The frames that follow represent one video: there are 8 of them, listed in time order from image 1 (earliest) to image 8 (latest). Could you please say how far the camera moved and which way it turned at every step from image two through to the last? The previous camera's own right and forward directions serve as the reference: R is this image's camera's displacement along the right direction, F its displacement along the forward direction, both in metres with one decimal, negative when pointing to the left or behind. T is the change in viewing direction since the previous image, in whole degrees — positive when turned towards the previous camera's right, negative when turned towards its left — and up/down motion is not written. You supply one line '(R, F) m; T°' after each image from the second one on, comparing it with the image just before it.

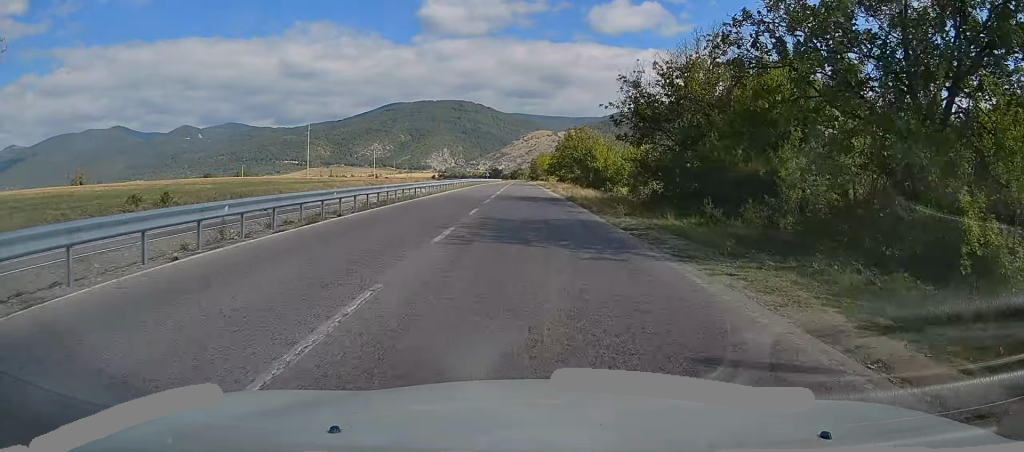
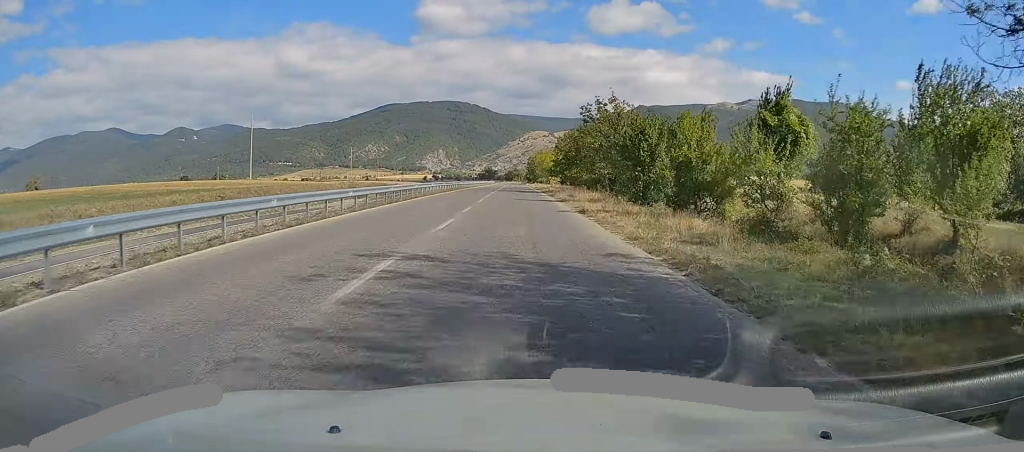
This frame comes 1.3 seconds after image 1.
(-0.3, +28.3) m; -1°
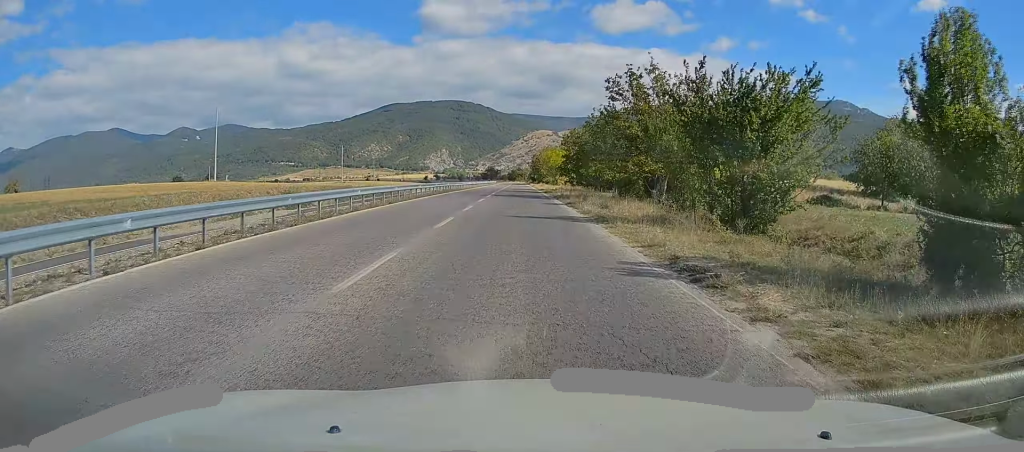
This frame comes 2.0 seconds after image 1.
(0.0, +15.0) m; 0°
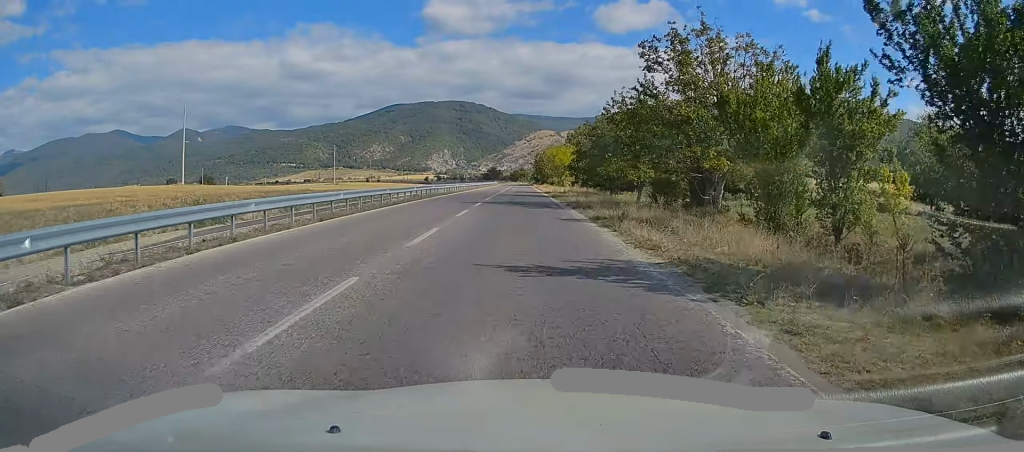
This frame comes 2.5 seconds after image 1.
(+0.1, +10.7) m; 0°
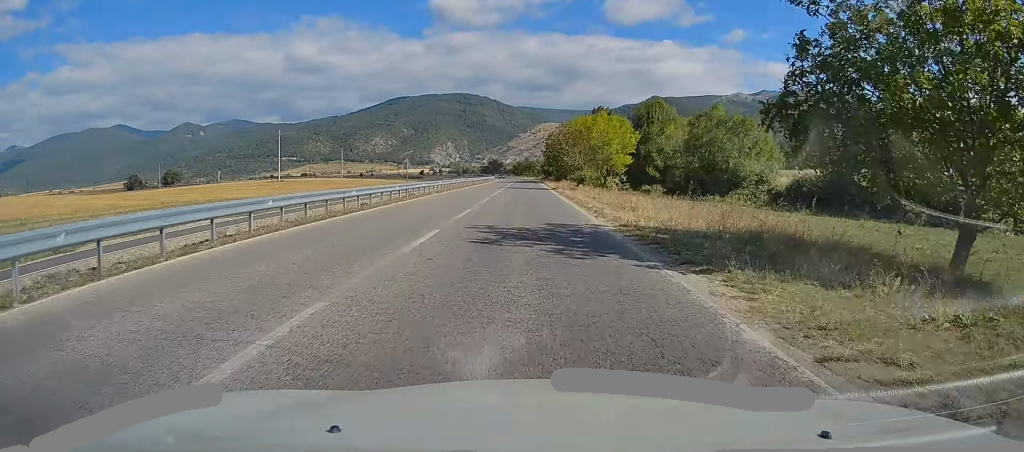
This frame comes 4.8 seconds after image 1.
(-0.3, +47.3) m; -1°
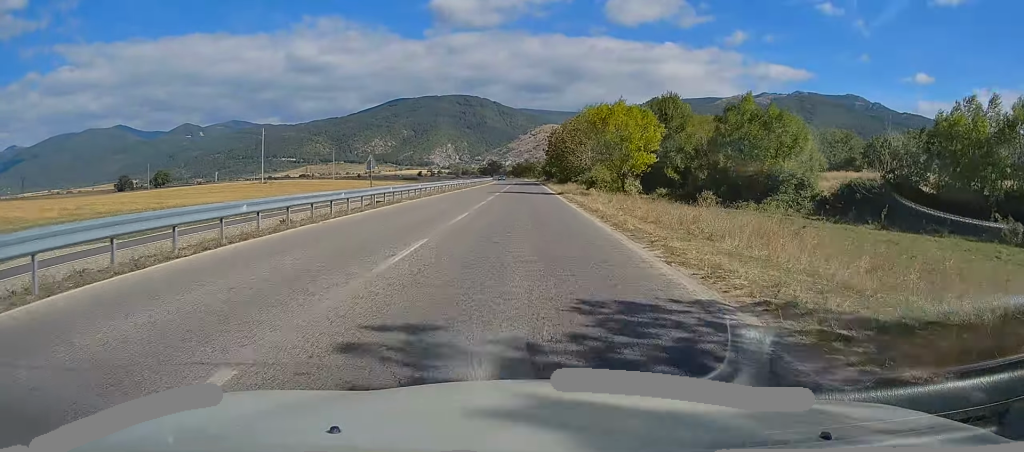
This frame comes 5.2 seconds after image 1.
(0.0, +9.8) m; 0°
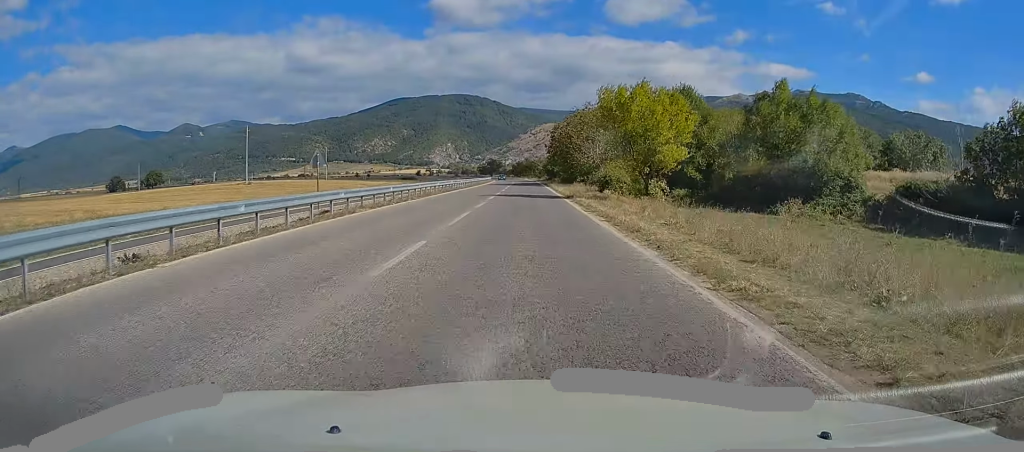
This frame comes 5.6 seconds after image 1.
(-0.1, +8.4) m; 0°
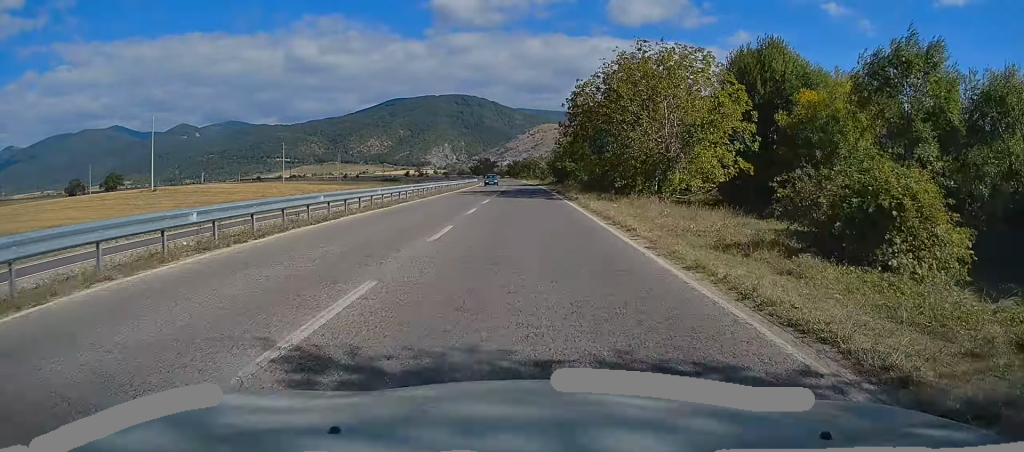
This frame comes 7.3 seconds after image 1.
(+0.1, +34.5) m; 0°
